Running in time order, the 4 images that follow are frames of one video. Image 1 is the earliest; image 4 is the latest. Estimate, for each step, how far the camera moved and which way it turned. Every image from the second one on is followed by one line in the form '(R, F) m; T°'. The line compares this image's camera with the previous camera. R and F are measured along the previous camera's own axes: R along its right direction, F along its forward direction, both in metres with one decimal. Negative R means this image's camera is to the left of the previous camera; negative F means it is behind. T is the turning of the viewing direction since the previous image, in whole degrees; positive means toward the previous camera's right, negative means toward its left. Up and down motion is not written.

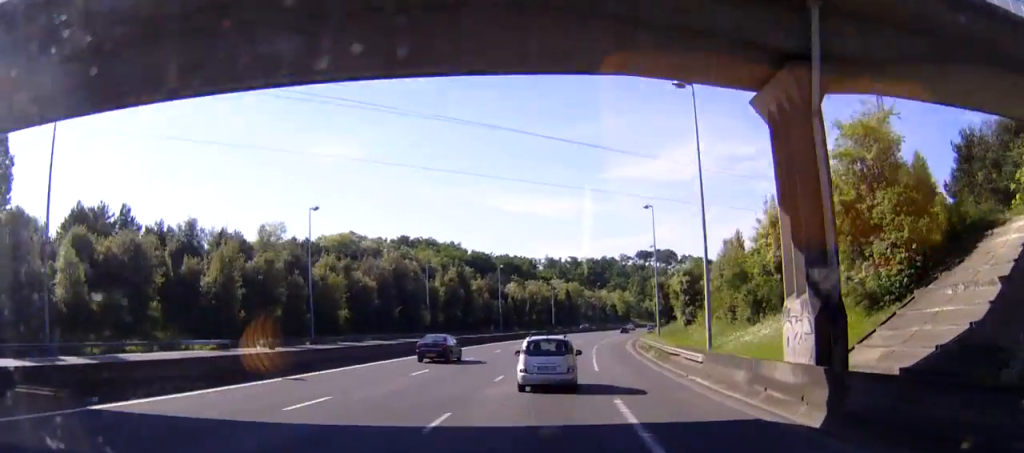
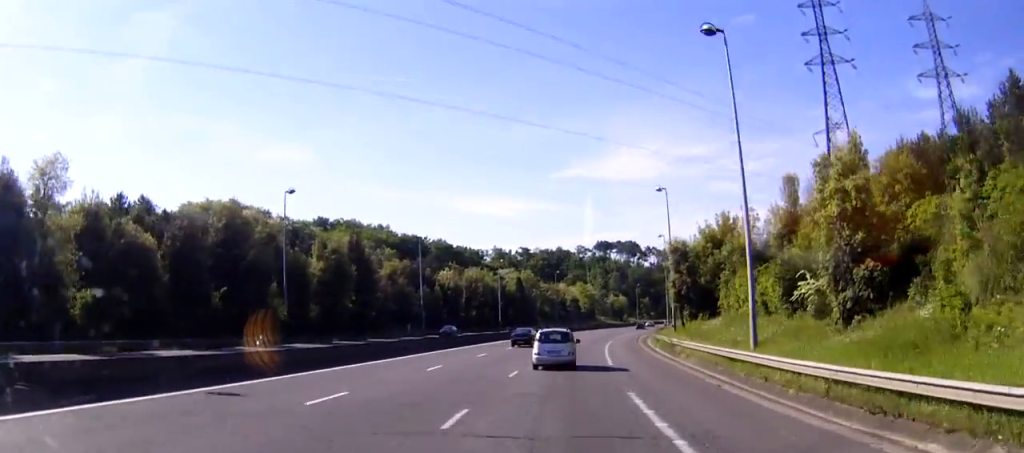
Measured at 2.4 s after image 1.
(+1.9, +51.4) m; +6°
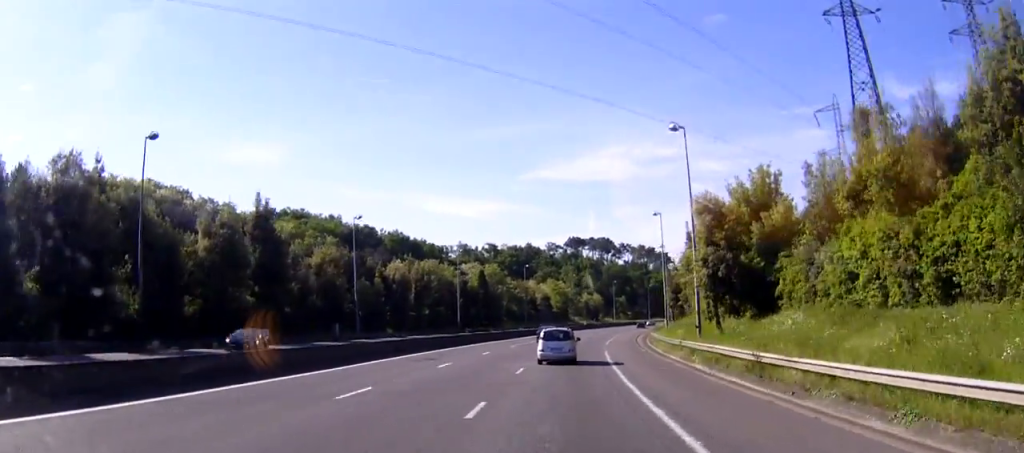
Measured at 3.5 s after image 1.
(+1.1, +24.1) m; +3°
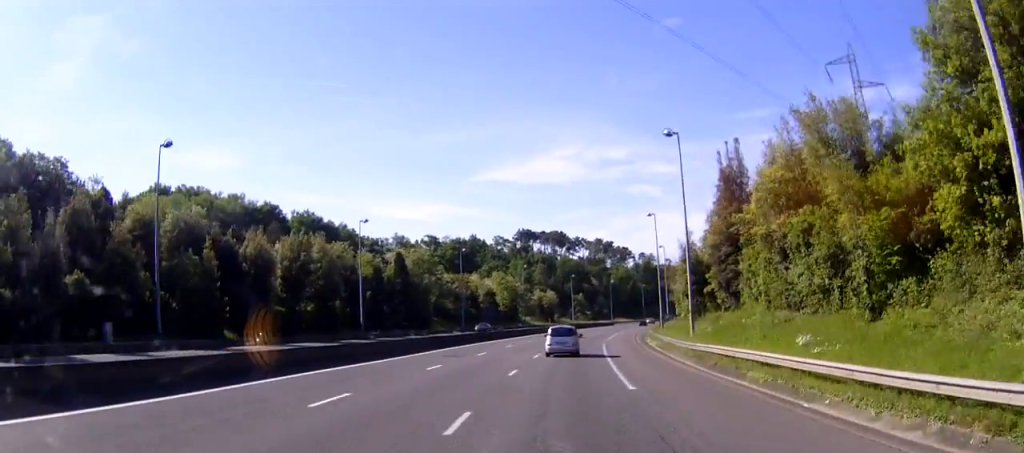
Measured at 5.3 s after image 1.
(+0.1, +40.4) m; 0°
